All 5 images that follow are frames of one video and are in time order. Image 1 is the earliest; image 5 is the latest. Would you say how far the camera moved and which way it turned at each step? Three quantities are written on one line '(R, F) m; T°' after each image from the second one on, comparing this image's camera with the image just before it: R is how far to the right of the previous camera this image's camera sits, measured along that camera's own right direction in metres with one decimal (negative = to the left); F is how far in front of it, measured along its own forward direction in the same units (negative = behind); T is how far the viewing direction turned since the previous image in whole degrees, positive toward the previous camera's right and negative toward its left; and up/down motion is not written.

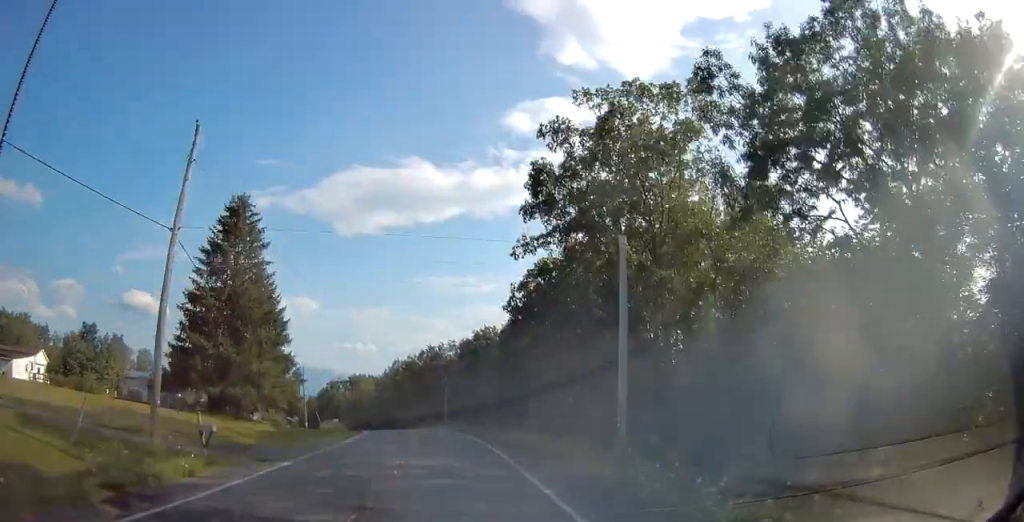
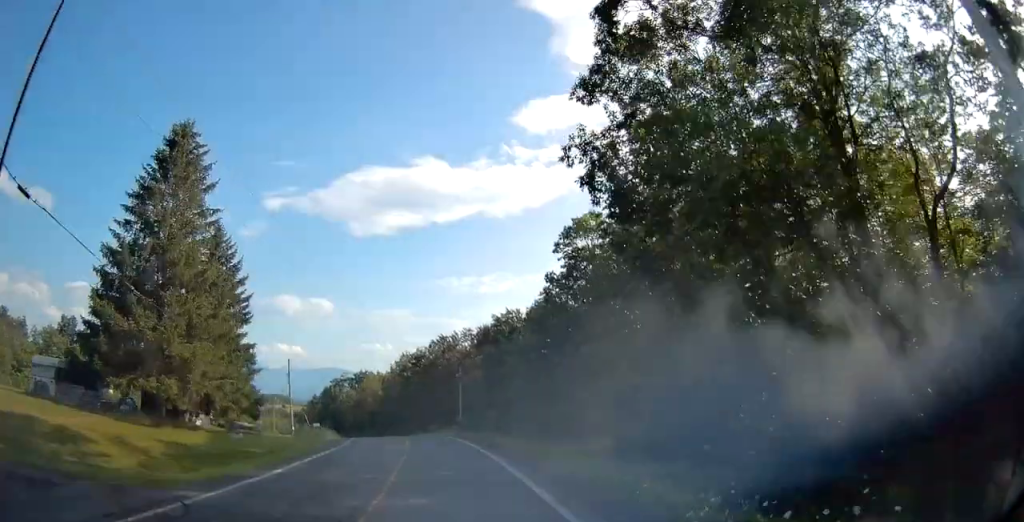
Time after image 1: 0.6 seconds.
(-0.1, +14.0) m; -1°
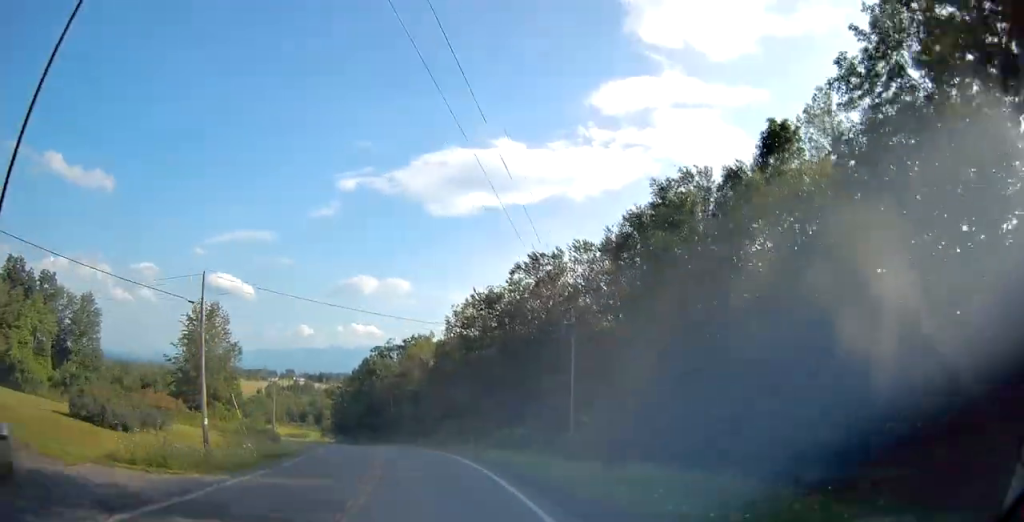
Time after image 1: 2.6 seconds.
(-2.0, +37.8) m; -8°
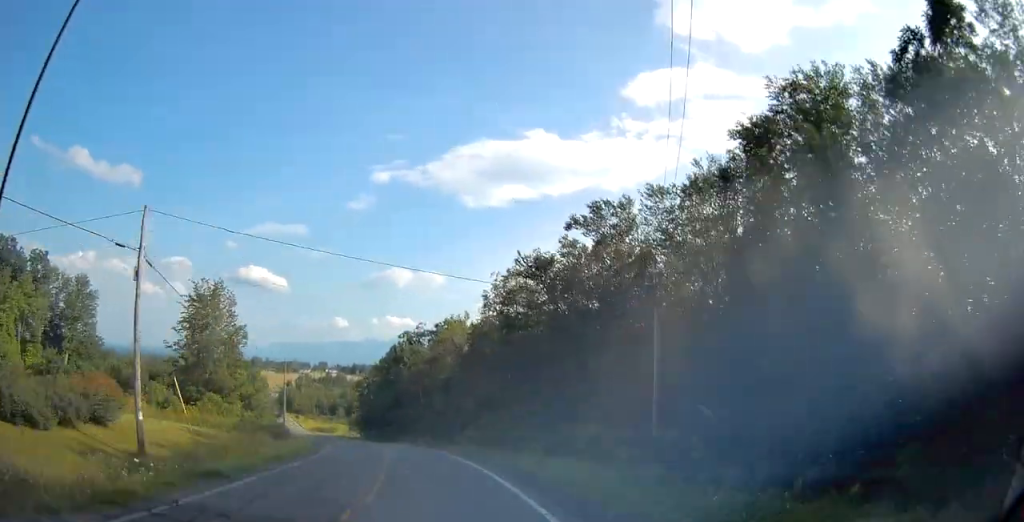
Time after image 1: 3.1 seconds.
(-0.3, +10.0) m; -3°
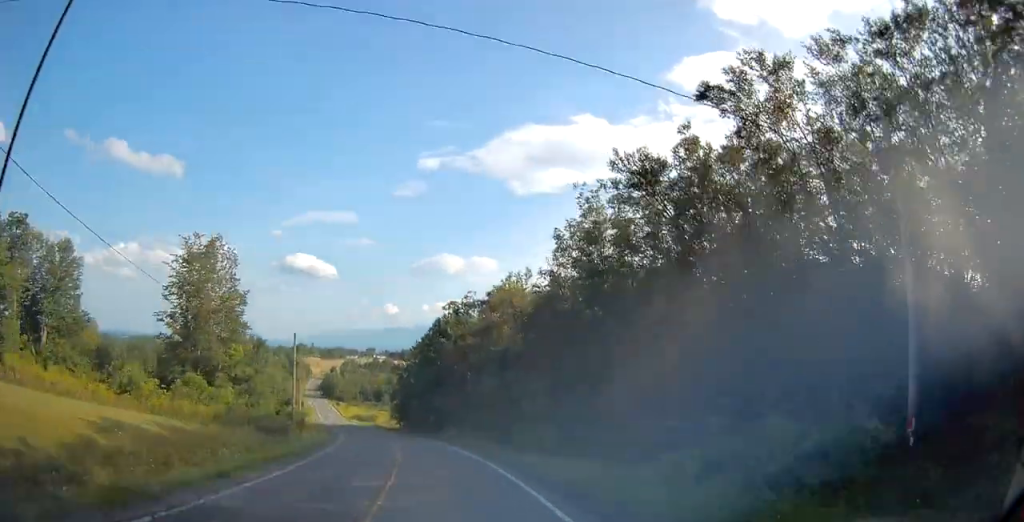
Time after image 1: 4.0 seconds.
(-0.5, +14.6) m; -4°
